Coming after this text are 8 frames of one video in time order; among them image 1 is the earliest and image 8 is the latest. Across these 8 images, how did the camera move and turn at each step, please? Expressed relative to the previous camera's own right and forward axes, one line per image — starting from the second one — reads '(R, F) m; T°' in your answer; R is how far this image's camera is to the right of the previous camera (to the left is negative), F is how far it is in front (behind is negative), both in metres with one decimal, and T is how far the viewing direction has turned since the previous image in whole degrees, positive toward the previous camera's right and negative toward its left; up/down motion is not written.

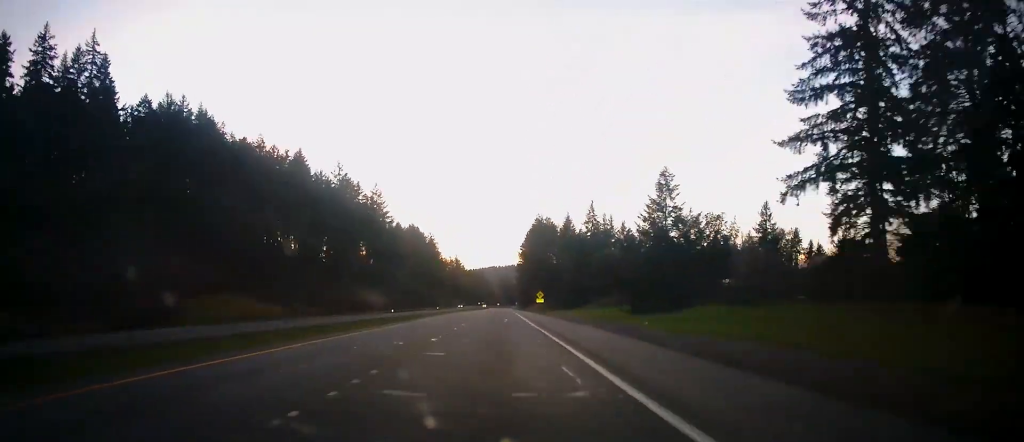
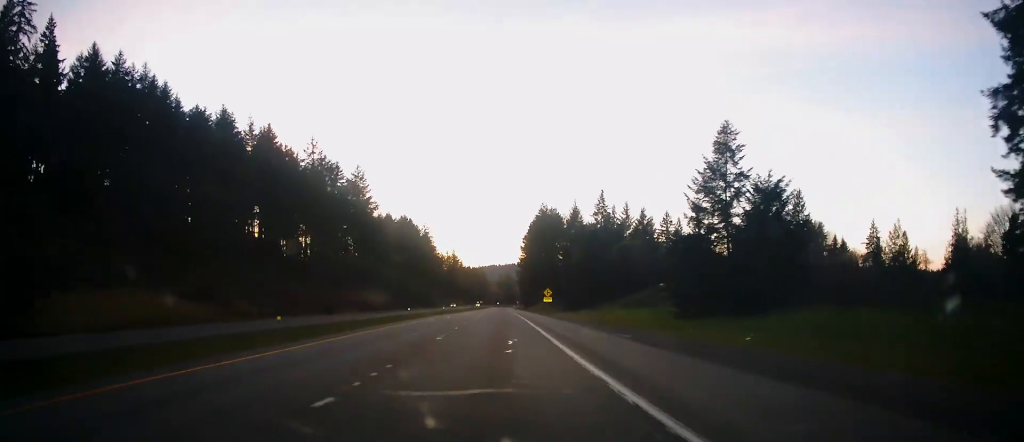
(+0.5, +23.7) m; 0°
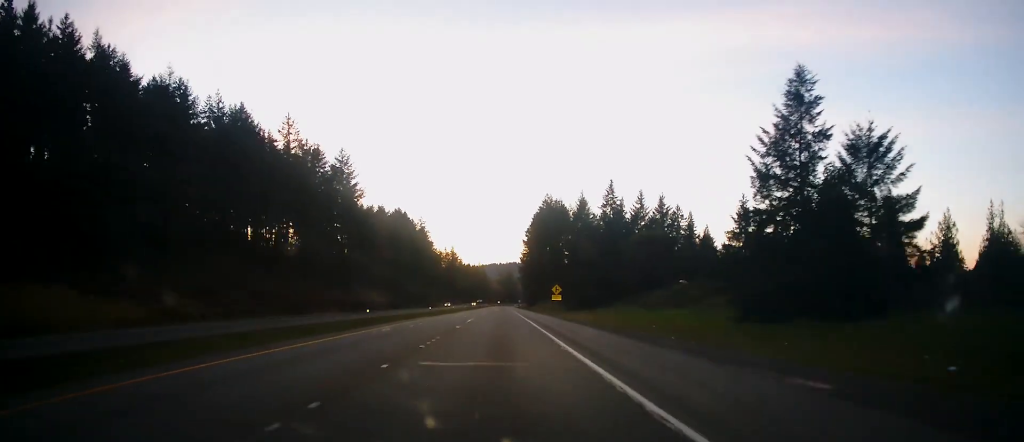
(-0.2, +16.6) m; 0°
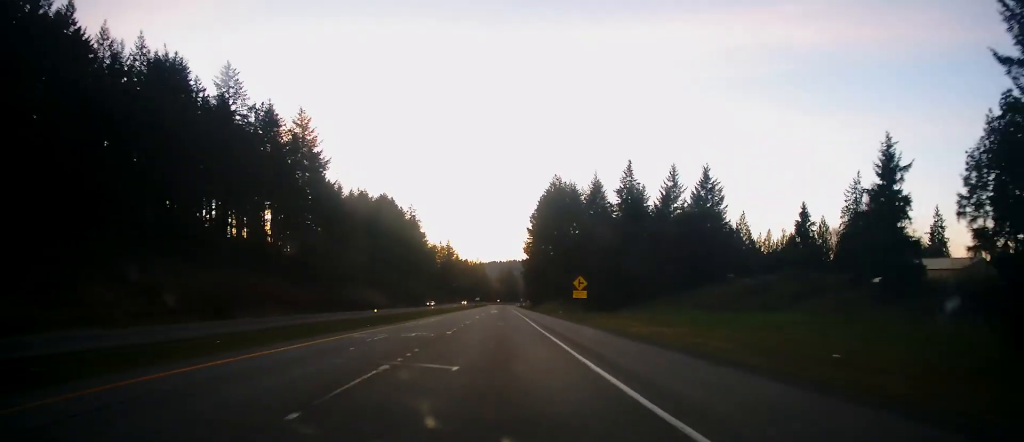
(-0.1, +29.2) m; 0°
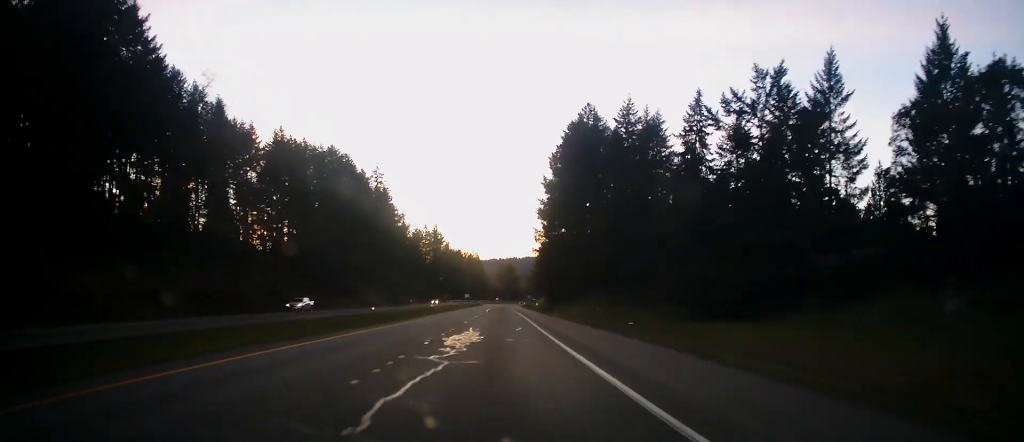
(+0.5, +63.3) m; 0°
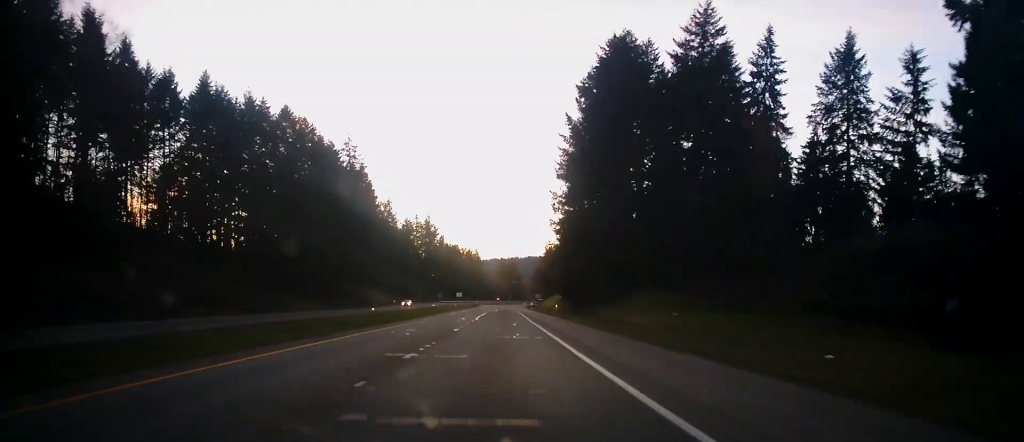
(-0.3, +32.2) m; 0°
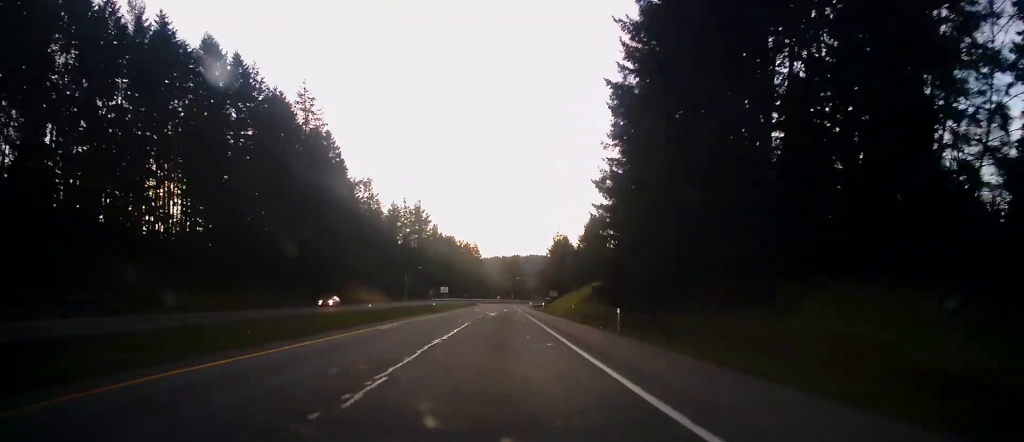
(+0.3, +33.2) m; 0°
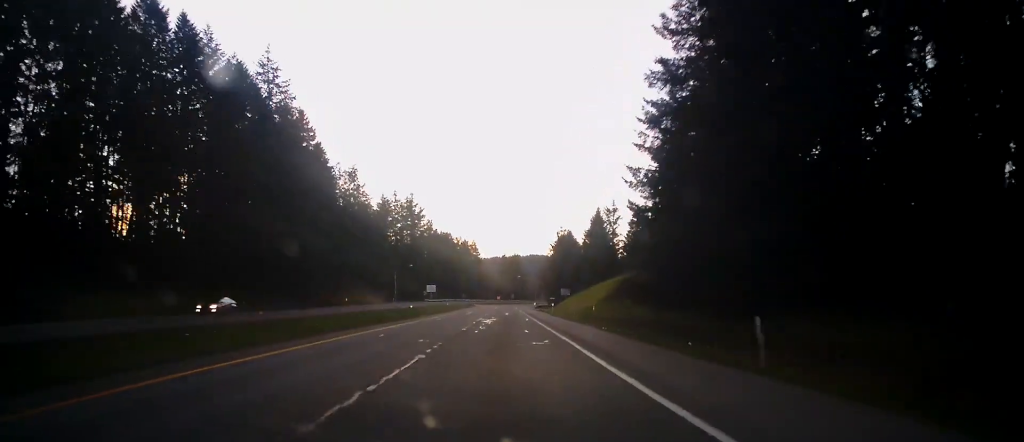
(-0.1, +16.7) m; 0°
